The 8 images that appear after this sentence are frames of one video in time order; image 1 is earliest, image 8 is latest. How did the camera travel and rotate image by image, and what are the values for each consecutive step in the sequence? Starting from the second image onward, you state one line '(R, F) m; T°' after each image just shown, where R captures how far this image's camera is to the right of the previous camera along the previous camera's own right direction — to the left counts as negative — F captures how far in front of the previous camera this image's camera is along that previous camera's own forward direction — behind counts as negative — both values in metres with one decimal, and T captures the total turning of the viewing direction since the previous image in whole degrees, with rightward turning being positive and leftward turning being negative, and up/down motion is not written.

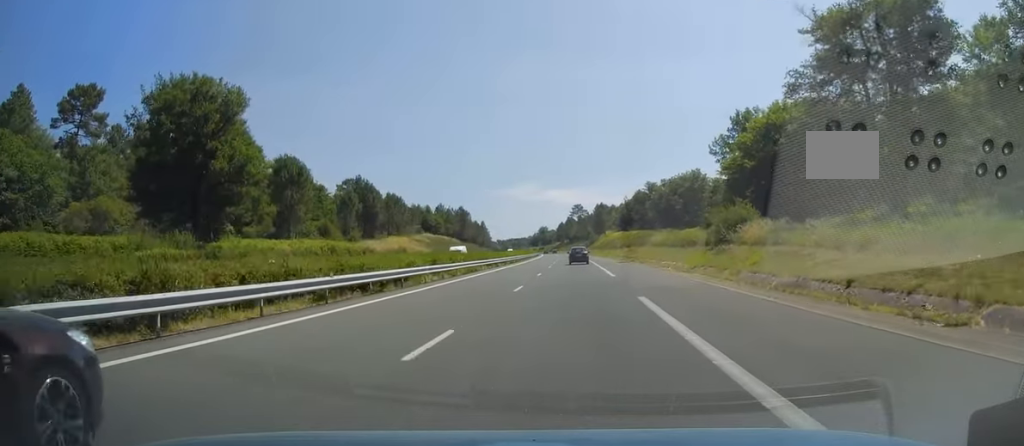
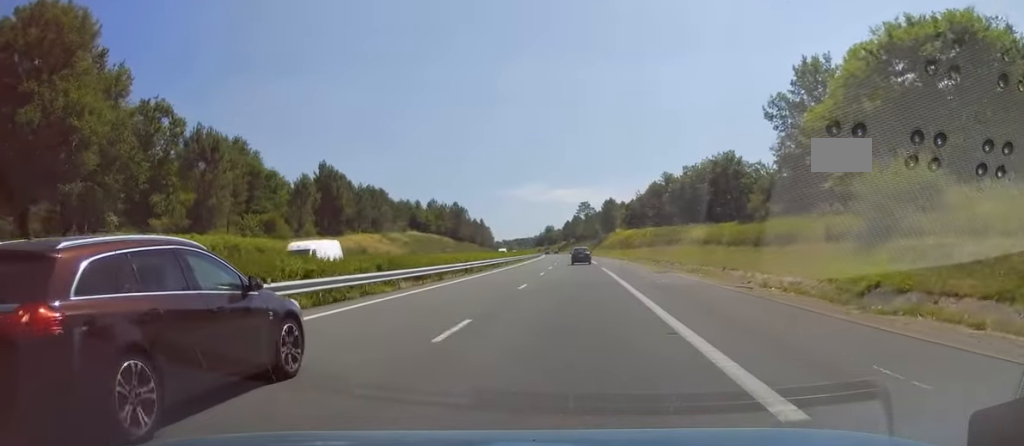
(-0.1, +24.5) m; -1°
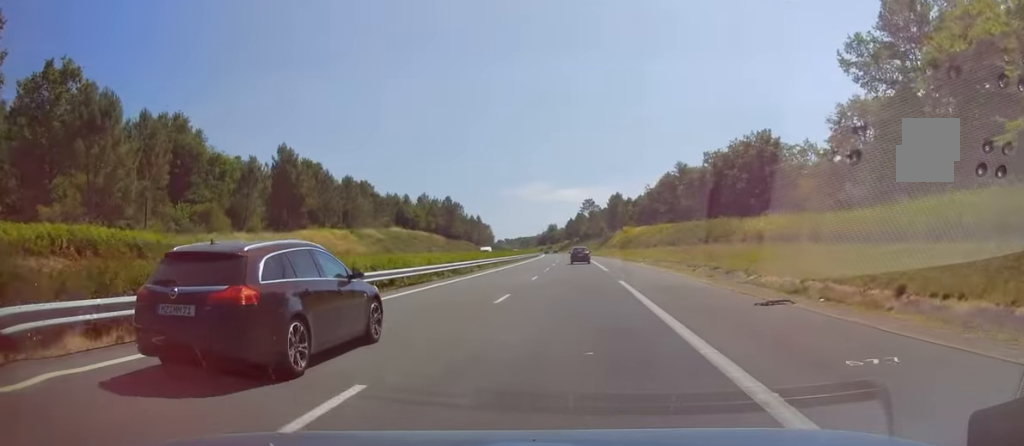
(-0.2, +19.2) m; 0°
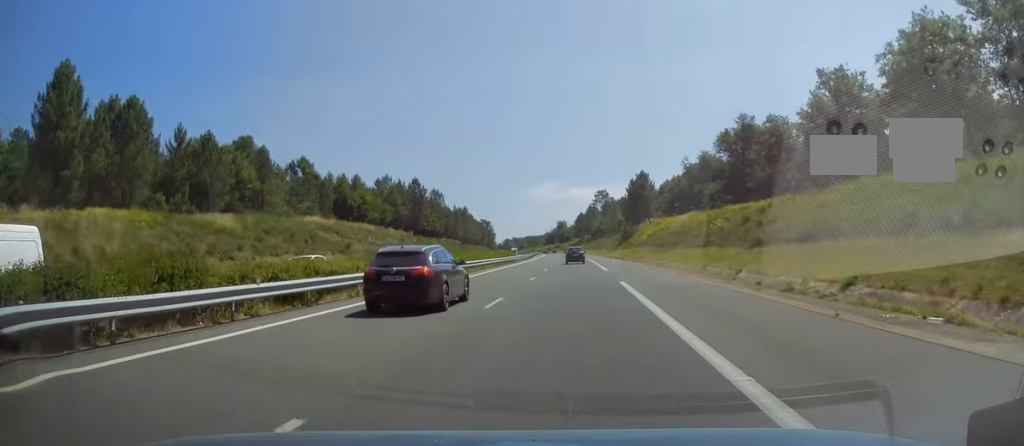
(+0.1, +53.5) m; -1°
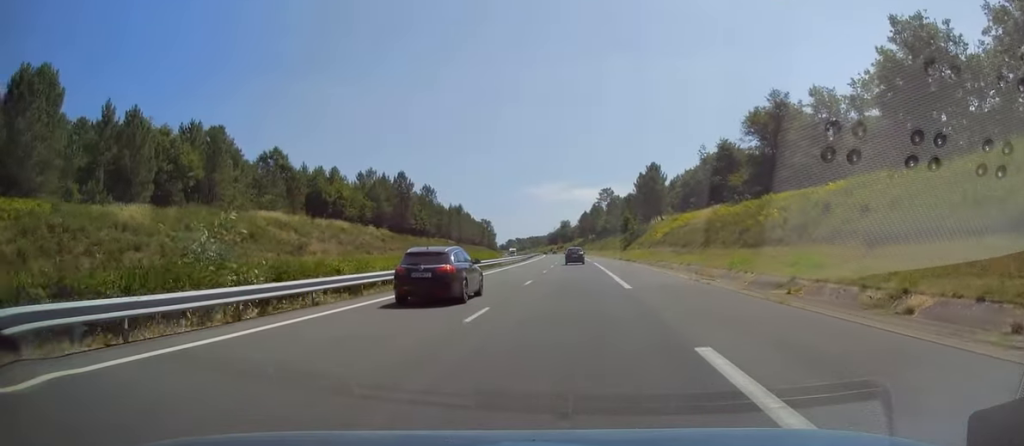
(-0.1, +15.7) m; -1°
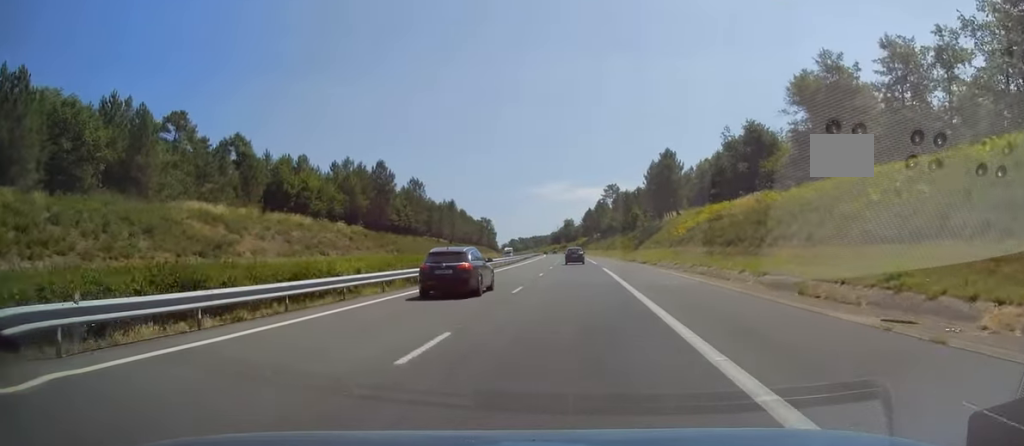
(-0.3, +17.7) m; -1°
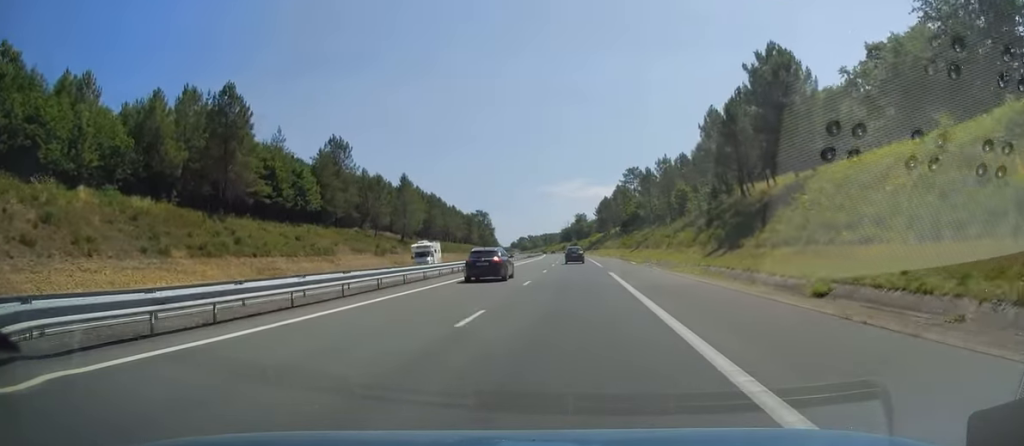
(+0.1, +61.5) m; 0°
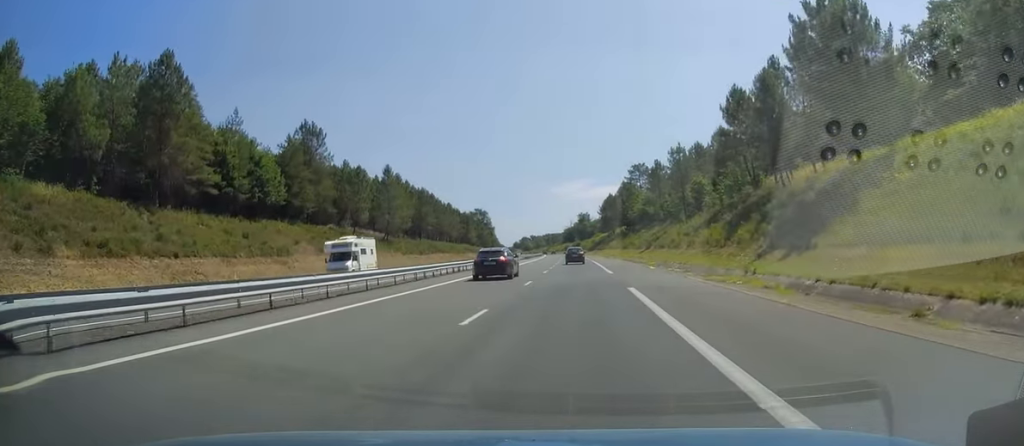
(+0.3, +12.8) m; 0°
